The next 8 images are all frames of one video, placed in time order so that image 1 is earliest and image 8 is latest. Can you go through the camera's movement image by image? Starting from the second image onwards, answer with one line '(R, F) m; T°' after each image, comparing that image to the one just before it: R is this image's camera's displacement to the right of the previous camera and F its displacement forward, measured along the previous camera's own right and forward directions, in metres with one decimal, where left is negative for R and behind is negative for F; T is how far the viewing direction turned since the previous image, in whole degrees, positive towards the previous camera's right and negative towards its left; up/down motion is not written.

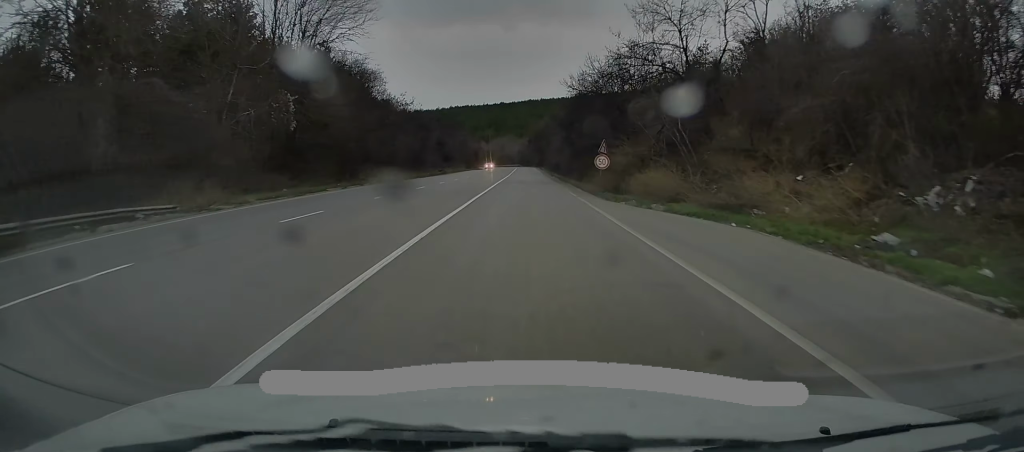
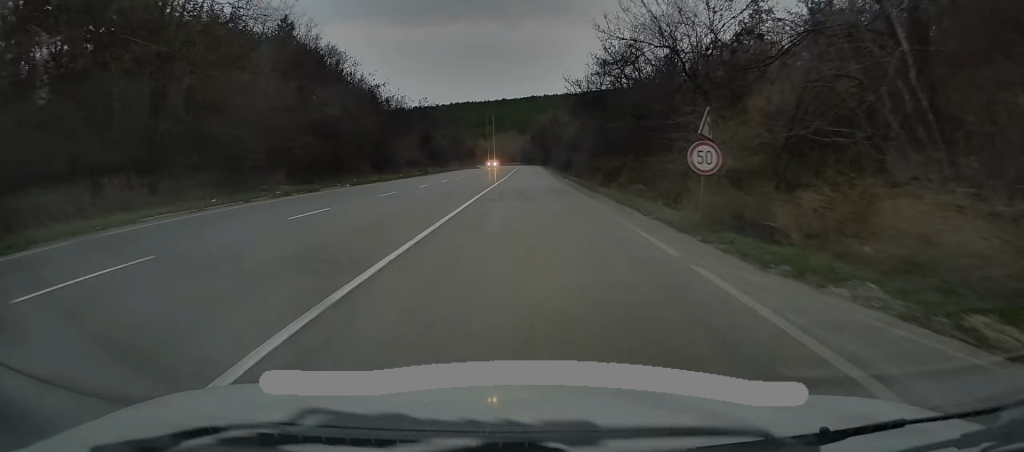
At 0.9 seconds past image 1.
(-0.3, +17.8) m; 0°
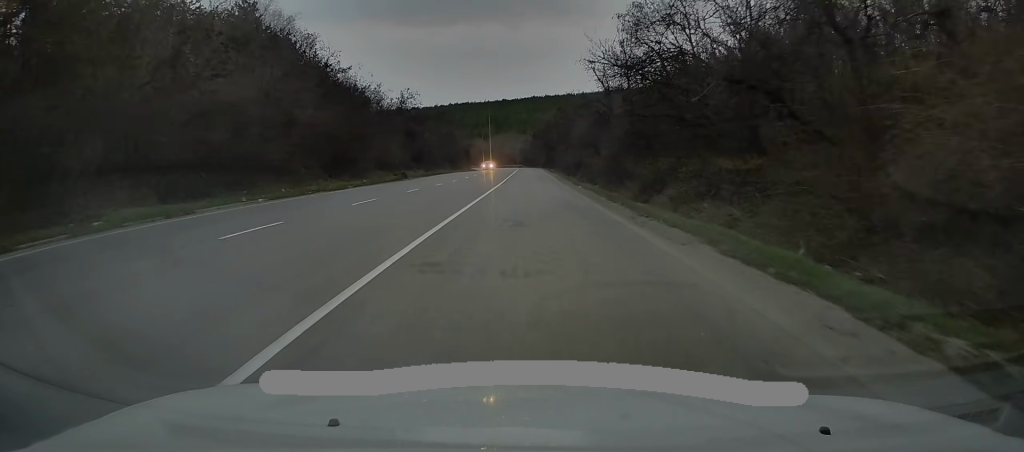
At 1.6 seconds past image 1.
(0.0, +12.8) m; 0°
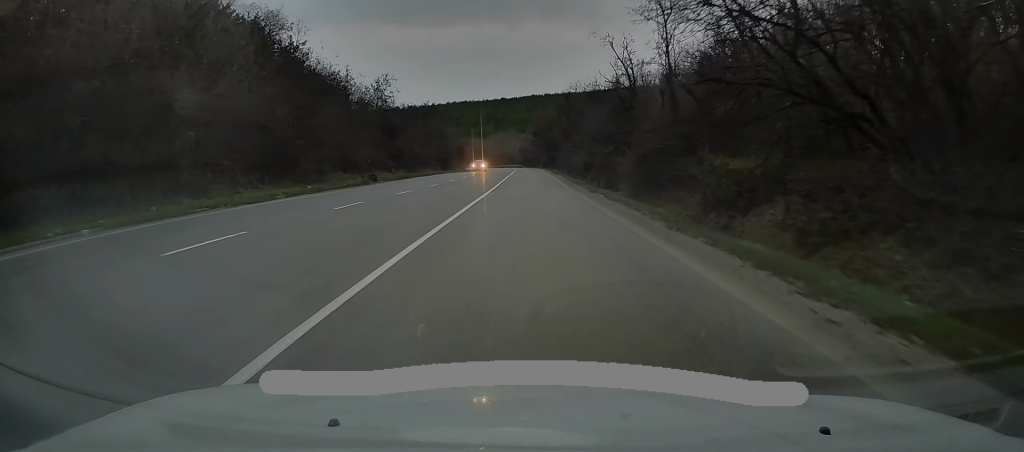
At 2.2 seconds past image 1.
(+0.1, +10.9) m; +1°
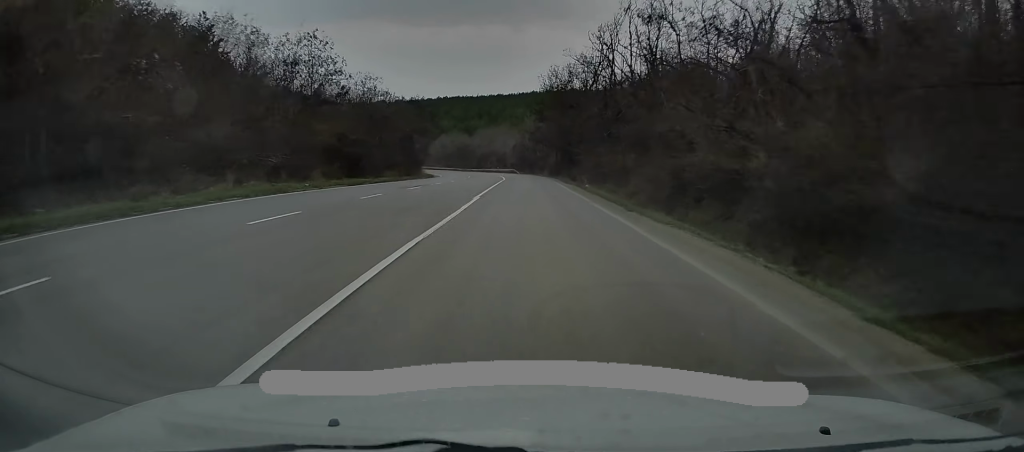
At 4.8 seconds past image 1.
(-0.5, +50.8) m; -1°
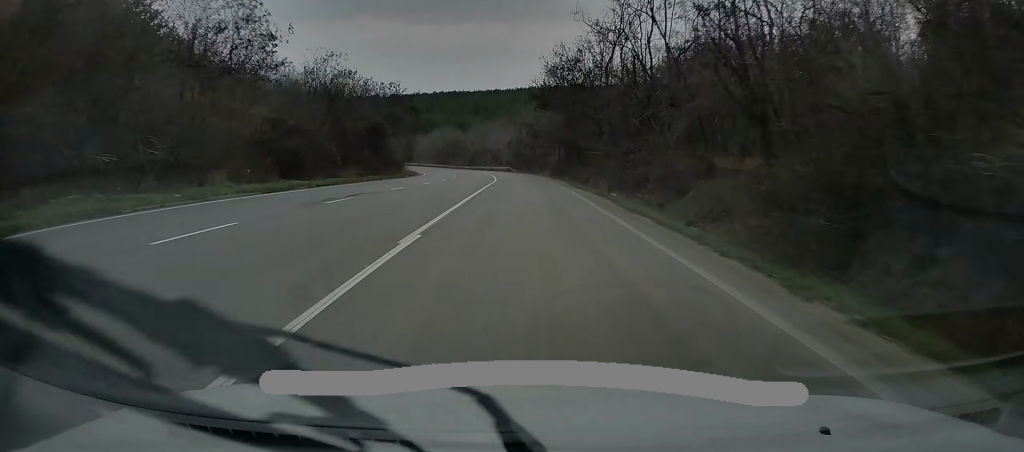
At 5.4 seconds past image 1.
(-0.1, +12.4) m; 0°
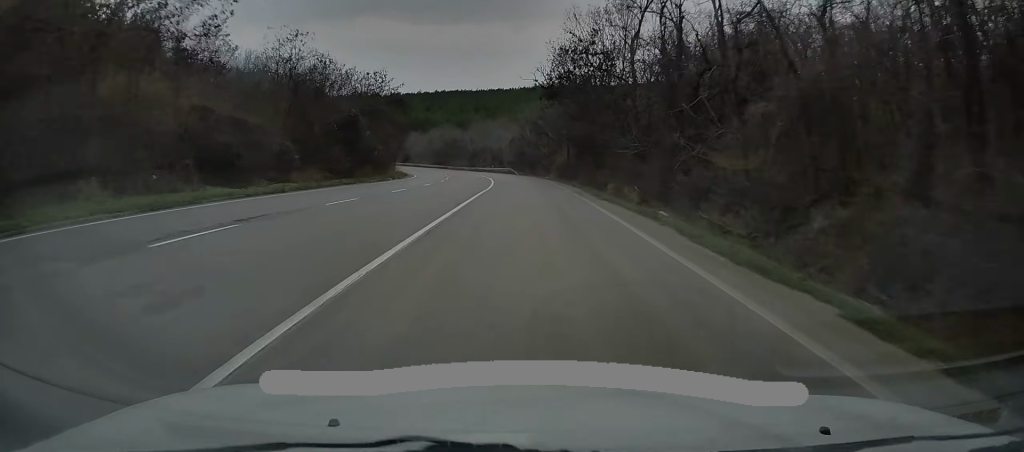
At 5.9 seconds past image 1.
(+0.1, +9.1) m; +1°
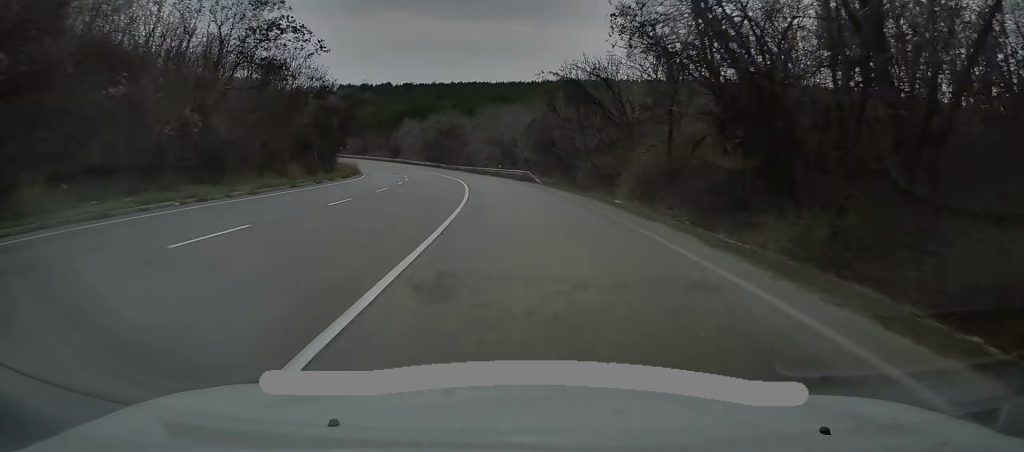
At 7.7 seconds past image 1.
(-0.1, +36.4) m; -2°
